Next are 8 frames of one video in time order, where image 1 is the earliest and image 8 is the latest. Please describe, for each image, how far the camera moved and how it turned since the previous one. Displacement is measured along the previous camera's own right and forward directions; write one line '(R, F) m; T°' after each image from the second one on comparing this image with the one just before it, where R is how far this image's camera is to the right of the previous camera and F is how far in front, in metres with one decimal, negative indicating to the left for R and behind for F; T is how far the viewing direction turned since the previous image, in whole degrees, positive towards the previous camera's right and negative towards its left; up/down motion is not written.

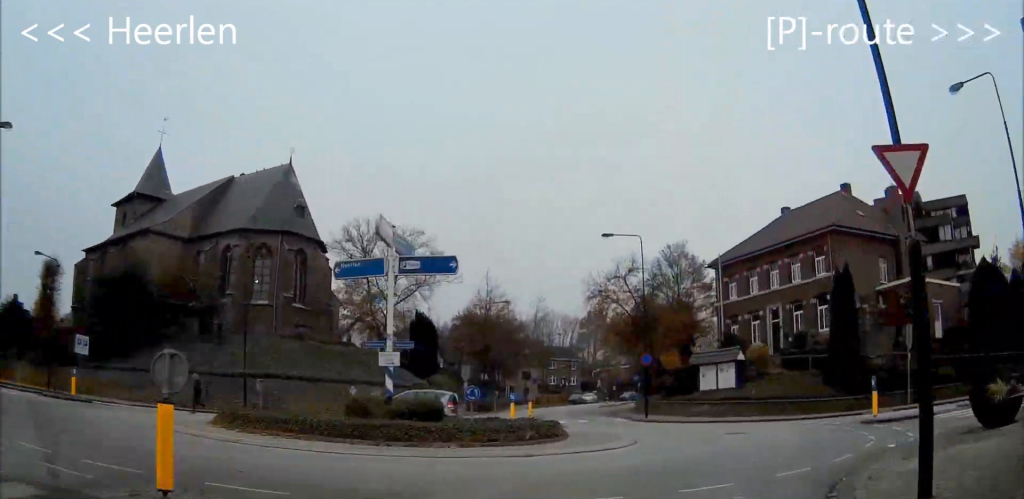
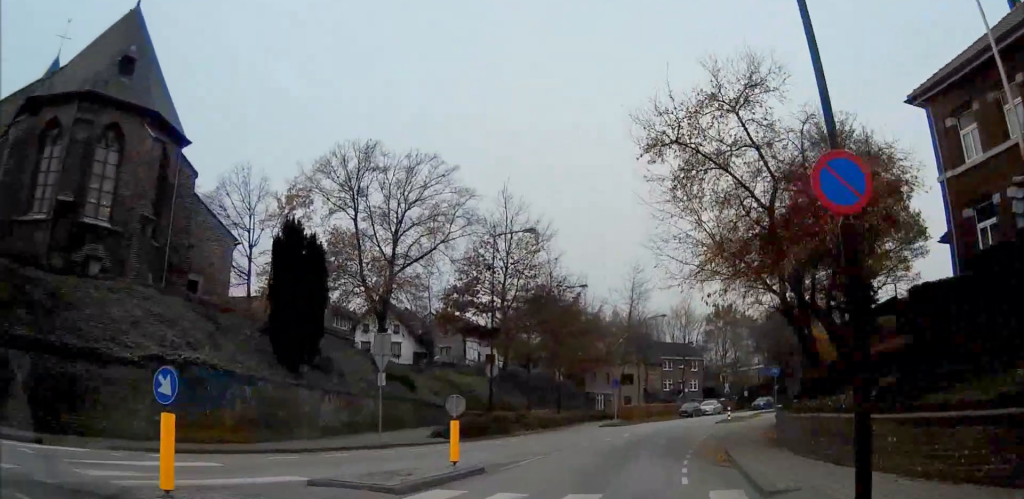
(+0.2, +34.7) m; -4°
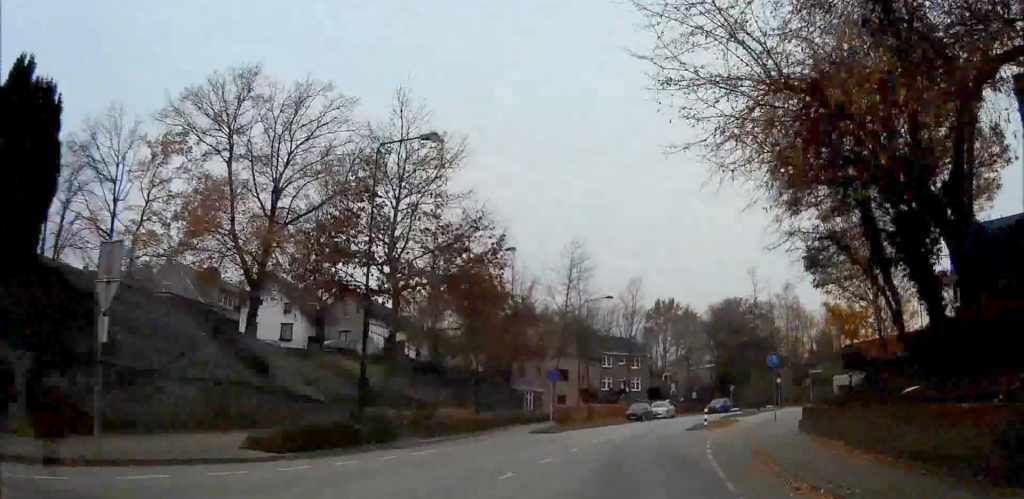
(-0.4, +13.0) m; +2°
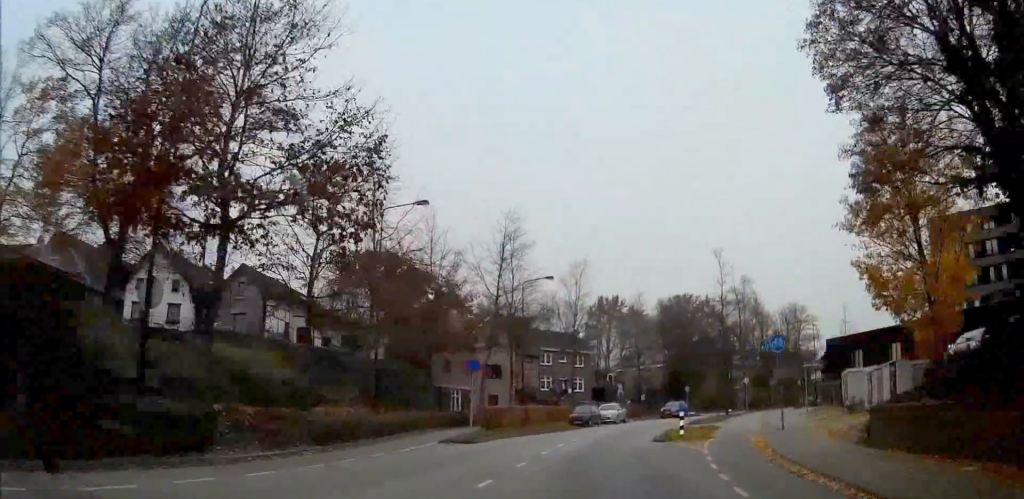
(+0.1, +9.7) m; +3°
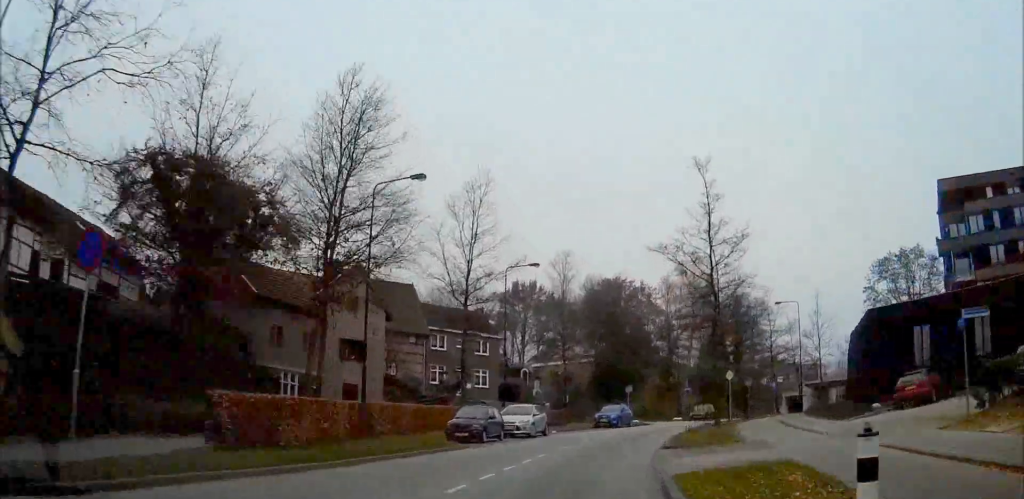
(+1.2, +20.4) m; +9°
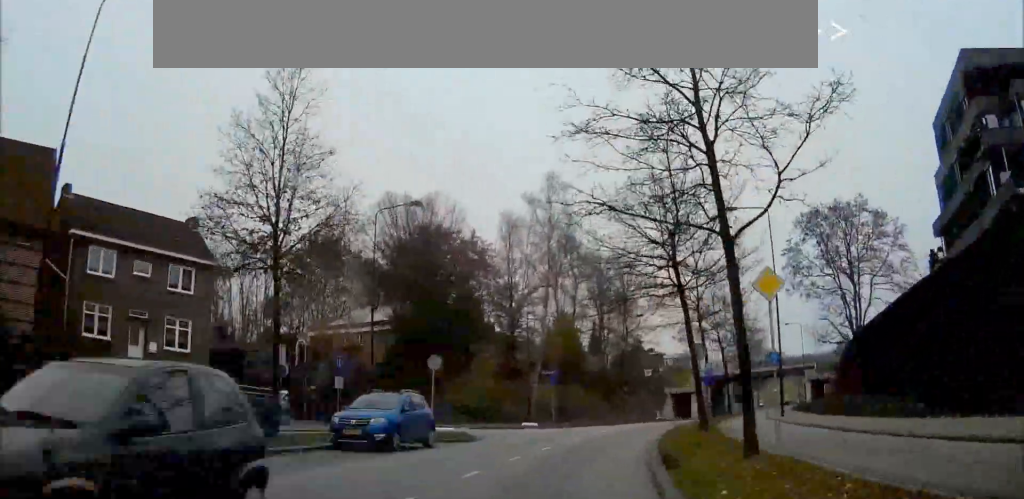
(+3.0, +28.2) m; +12°
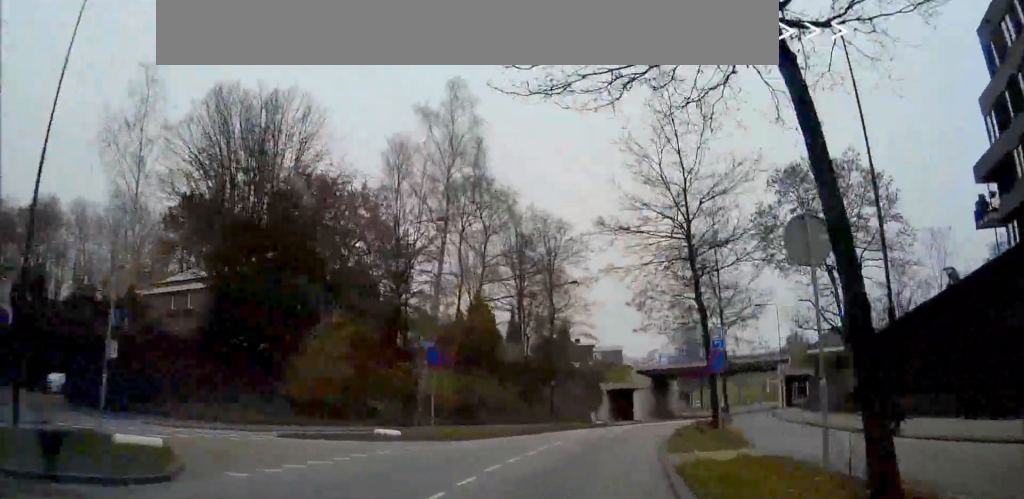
(+0.9, +17.6) m; +7°
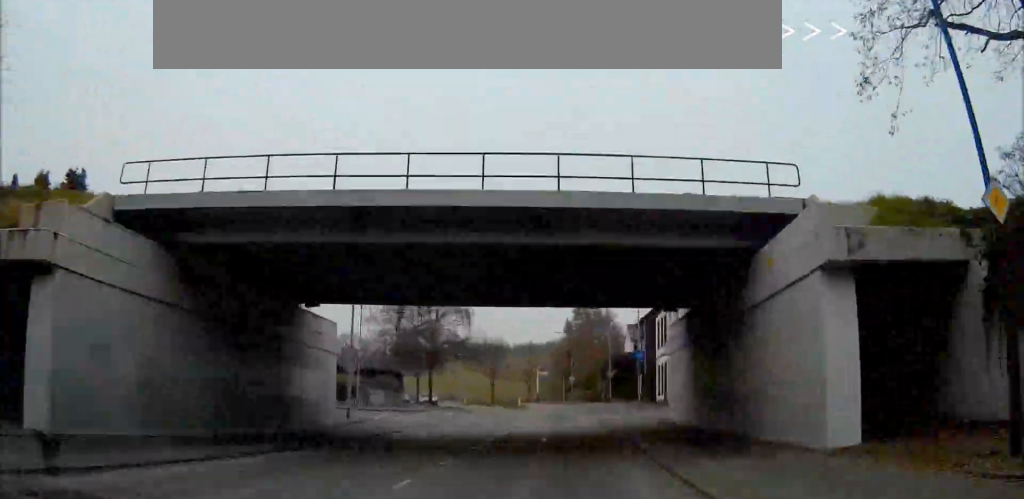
(+10.5, +57.7) m; +15°
